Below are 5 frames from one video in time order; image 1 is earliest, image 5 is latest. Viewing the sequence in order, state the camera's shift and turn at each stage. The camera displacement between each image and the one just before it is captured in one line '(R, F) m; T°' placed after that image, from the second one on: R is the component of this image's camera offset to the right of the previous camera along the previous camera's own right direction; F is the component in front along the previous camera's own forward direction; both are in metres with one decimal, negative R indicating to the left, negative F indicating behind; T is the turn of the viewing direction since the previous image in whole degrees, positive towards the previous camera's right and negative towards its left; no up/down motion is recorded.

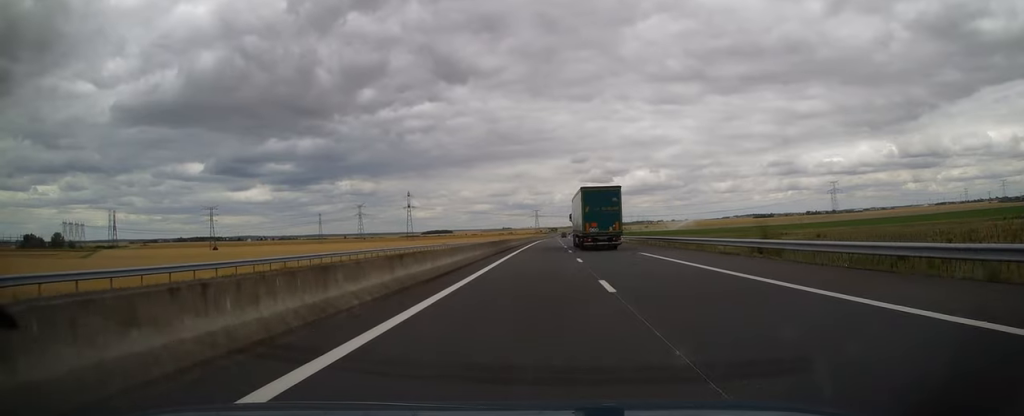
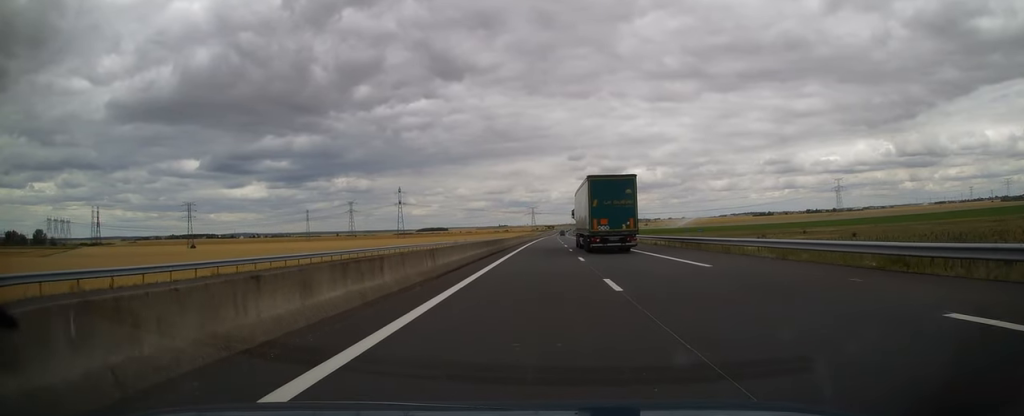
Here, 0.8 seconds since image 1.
(+0.4, +25.8) m; +1°
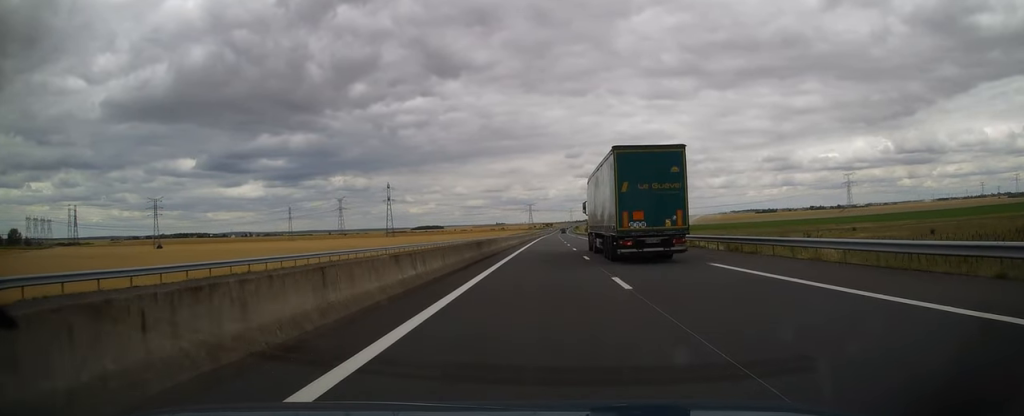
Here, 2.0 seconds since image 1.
(+0.2, +38.8) m; 0°
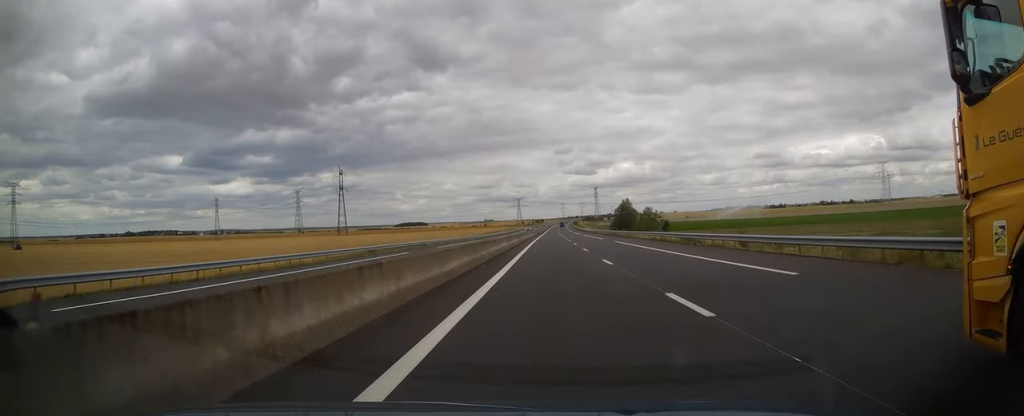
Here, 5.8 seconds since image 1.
(+1.0, +120.9) m; +1°
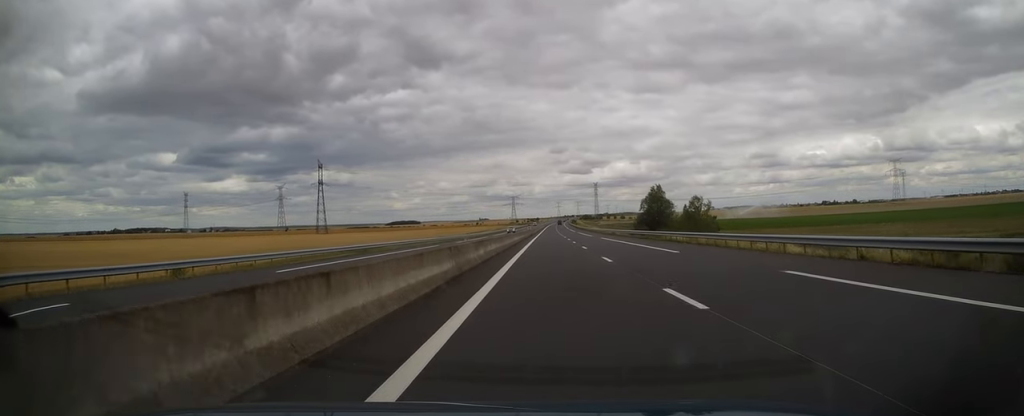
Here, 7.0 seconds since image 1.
(+0.2, +38.2) m; +1°
